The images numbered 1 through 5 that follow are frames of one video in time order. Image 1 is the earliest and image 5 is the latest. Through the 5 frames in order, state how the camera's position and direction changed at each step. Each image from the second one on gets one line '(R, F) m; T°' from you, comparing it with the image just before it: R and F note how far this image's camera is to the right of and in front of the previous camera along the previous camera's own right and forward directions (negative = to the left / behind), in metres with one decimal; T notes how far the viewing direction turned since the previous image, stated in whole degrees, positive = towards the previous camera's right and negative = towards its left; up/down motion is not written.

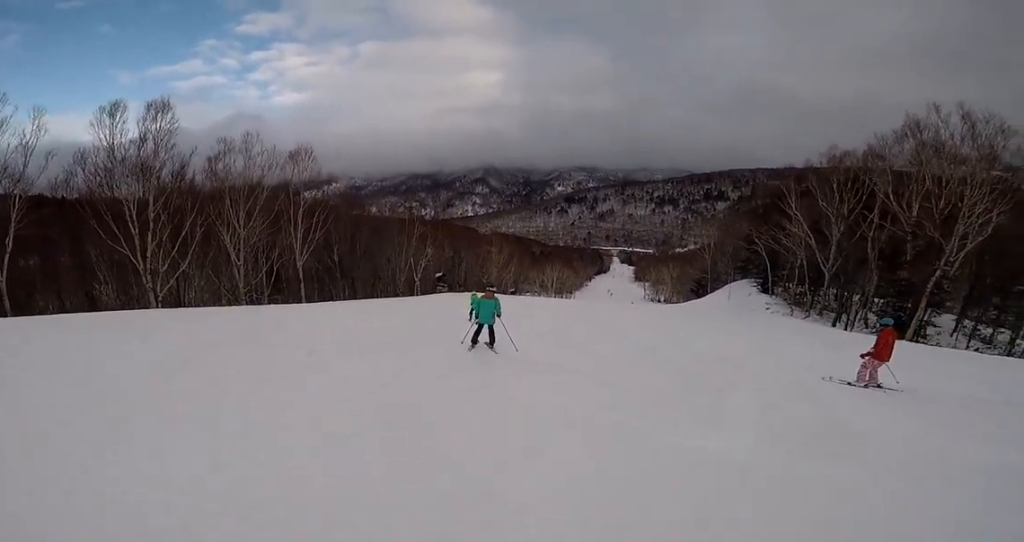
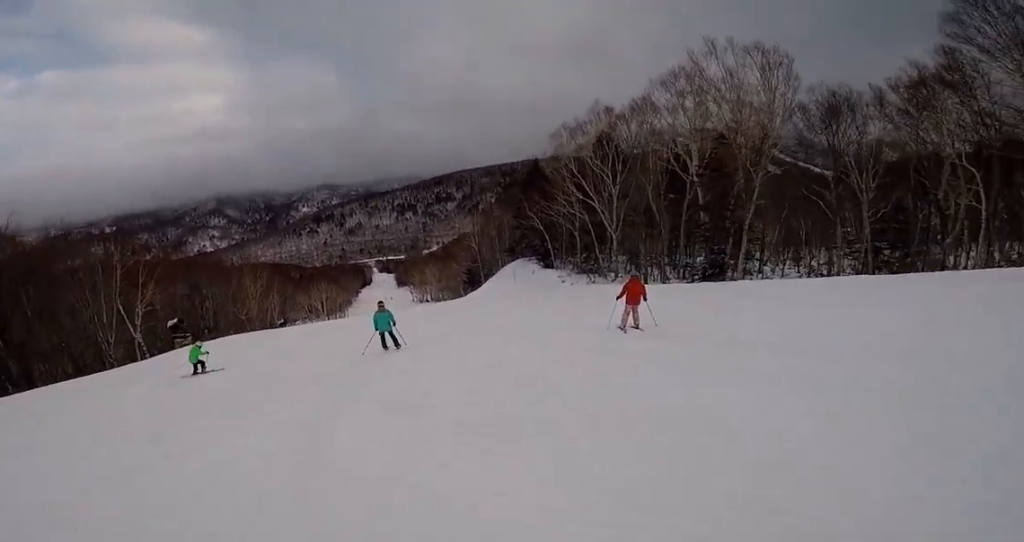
(+0.8, +9.8) m; +15°
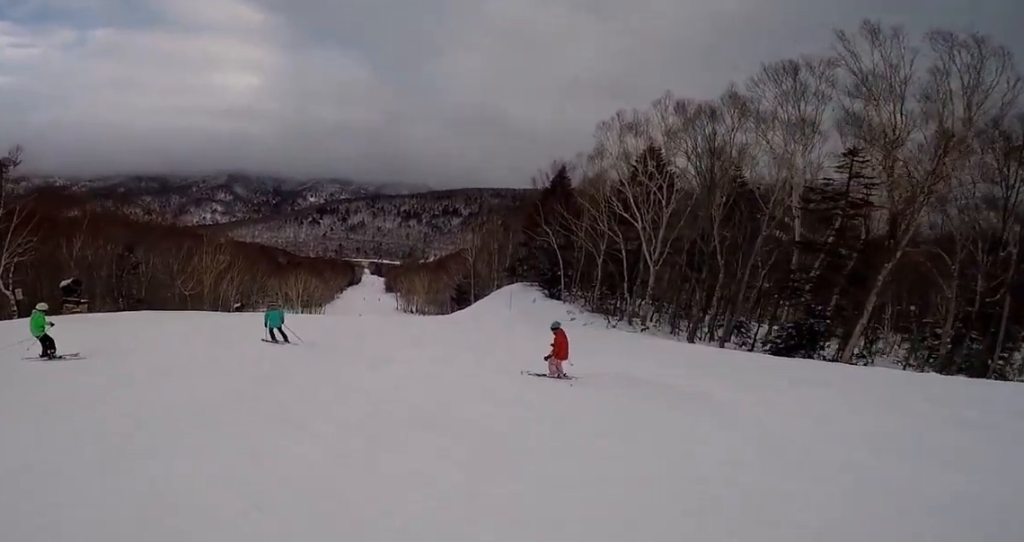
(+0.5, +8.4) m; -3°
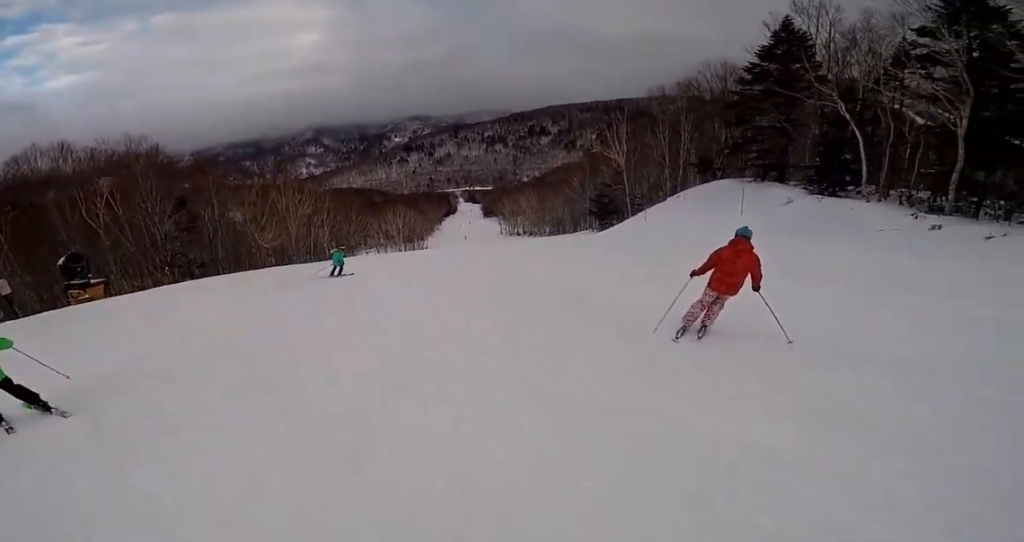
(-1.1, +14.8) m; -6°
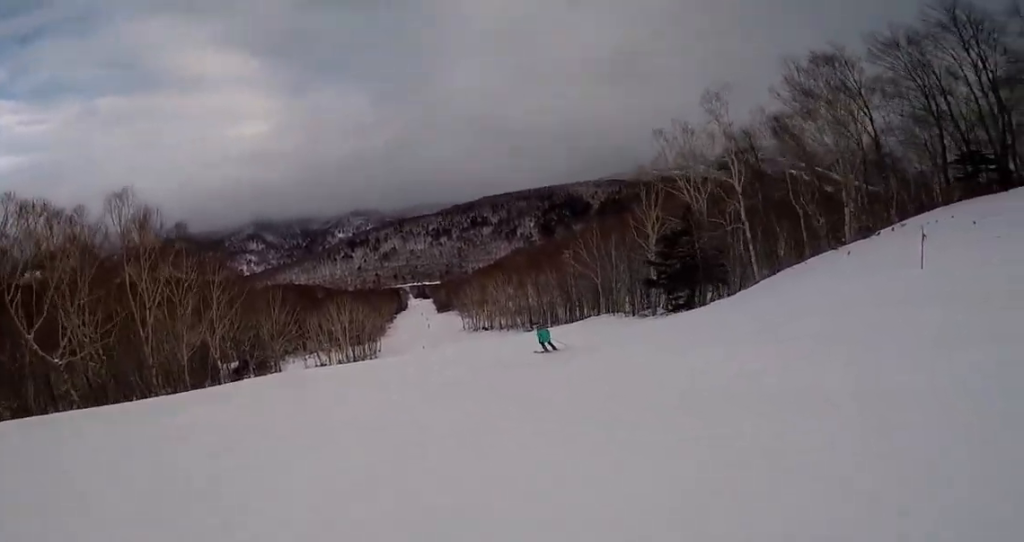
(+0.6, +22.4) m; +11°
